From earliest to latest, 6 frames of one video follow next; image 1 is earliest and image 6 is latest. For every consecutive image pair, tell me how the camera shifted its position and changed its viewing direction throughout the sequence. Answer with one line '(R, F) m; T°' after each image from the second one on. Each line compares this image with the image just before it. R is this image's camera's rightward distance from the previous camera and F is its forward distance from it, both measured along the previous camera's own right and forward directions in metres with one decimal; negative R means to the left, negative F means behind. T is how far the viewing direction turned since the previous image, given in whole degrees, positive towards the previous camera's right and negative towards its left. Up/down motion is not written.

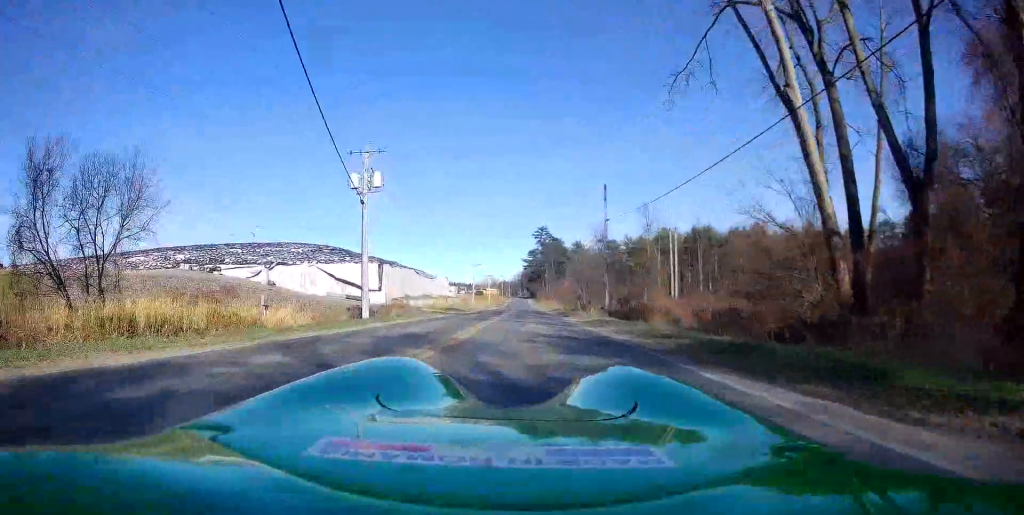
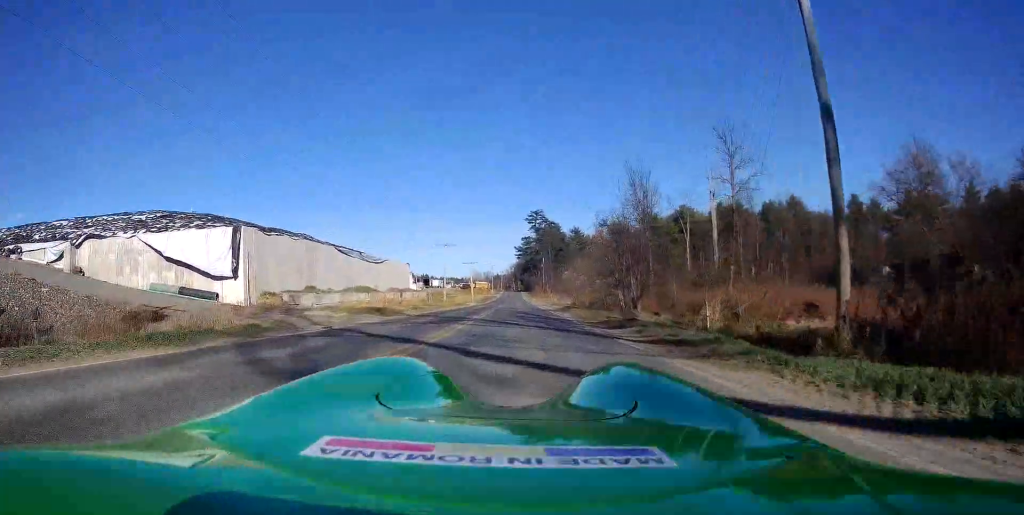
(+0.3, +30.7) m; -1°
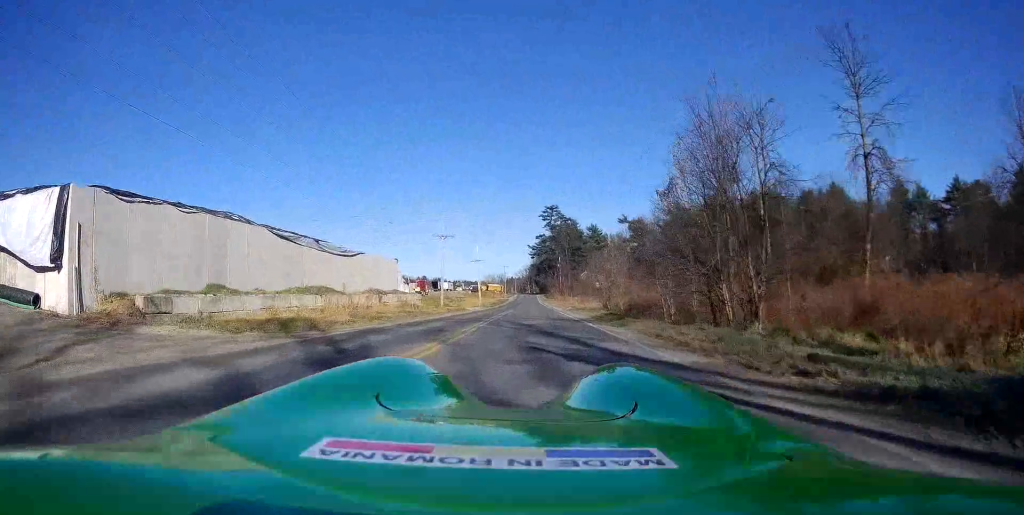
(-0.5, +15.3) m; -2°
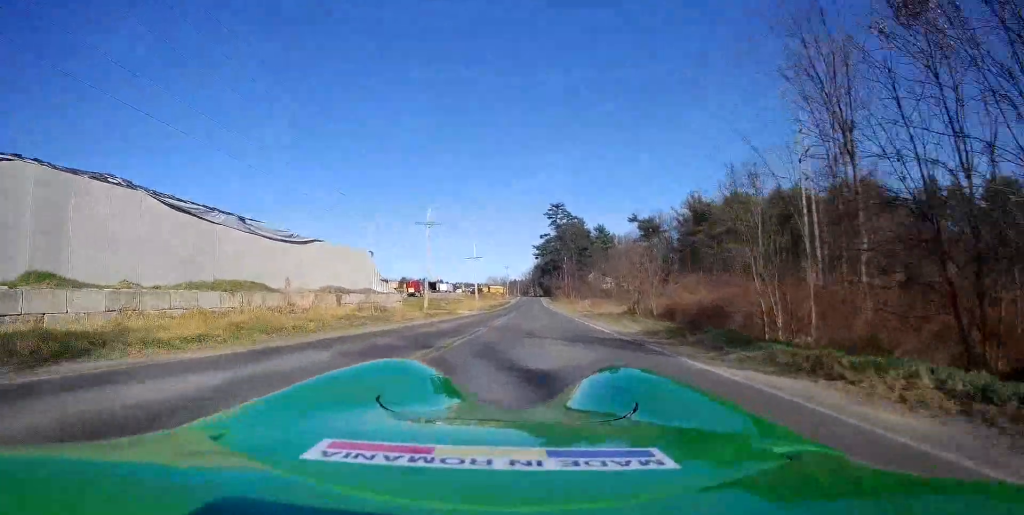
(0.0, +12.3) m; -2°
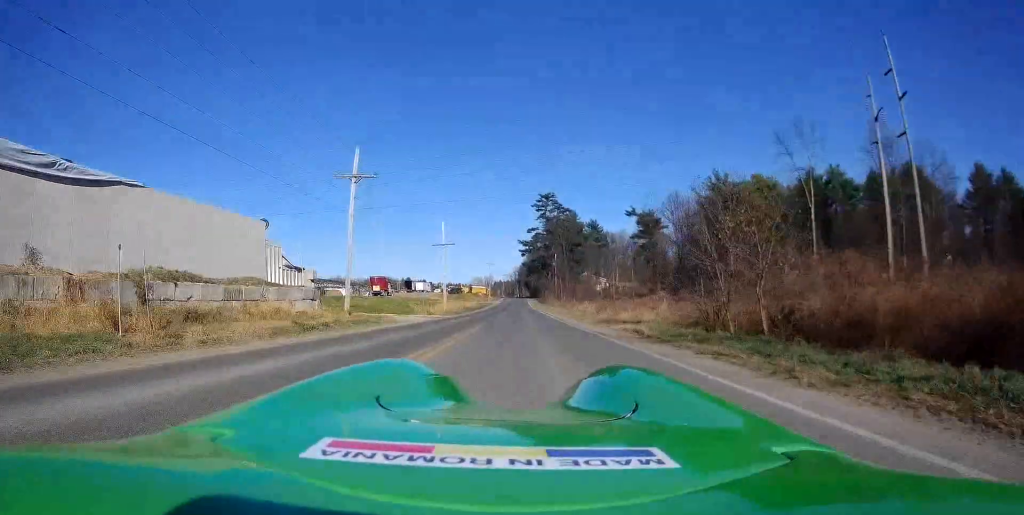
(-0.1, +17.3) m; +3°
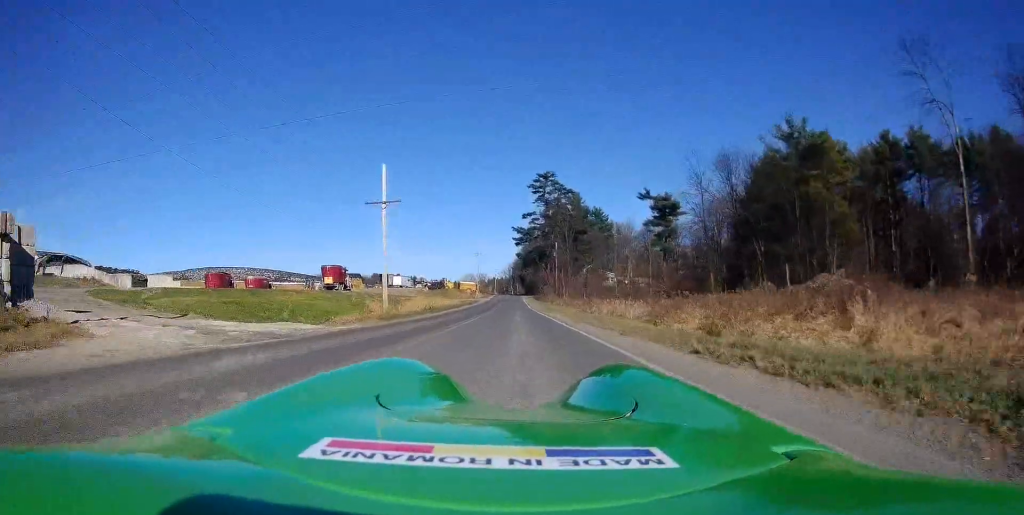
(+1.0, +24.6) m; 0°
